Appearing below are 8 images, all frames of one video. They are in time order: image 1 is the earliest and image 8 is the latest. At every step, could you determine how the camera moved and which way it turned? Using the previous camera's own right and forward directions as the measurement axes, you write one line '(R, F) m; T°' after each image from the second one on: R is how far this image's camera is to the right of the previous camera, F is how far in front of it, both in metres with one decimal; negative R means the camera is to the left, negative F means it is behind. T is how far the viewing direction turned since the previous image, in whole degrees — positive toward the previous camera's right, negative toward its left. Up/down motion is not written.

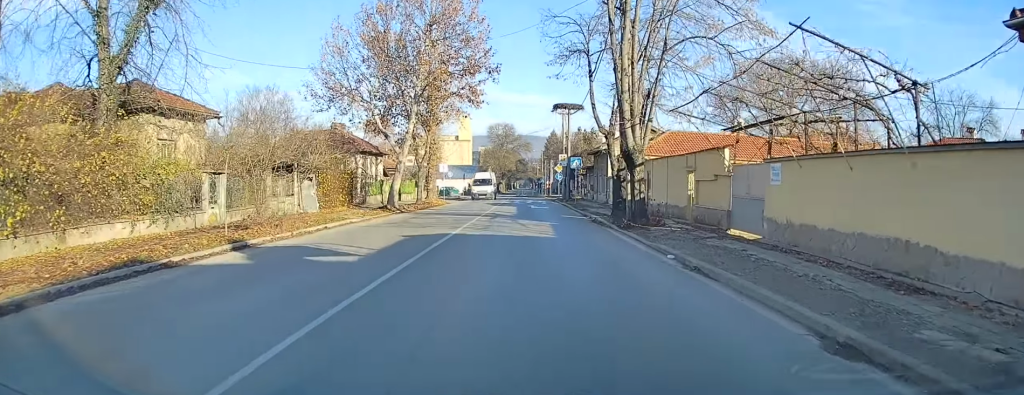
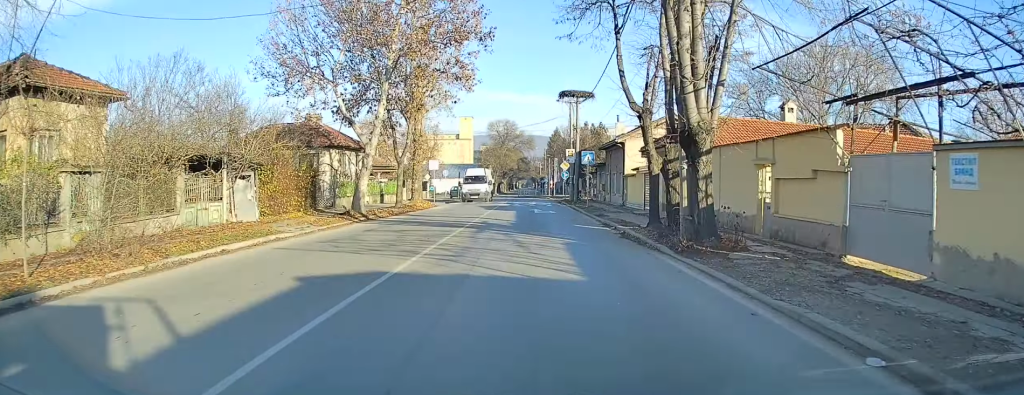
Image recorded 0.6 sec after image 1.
(0.0, +7.4) m; -1°
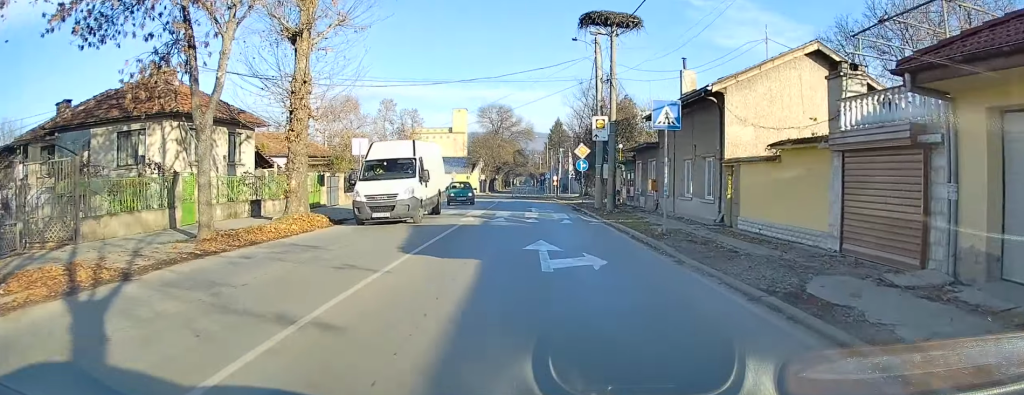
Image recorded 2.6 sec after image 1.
(-0.3, +22.1) m; -1°
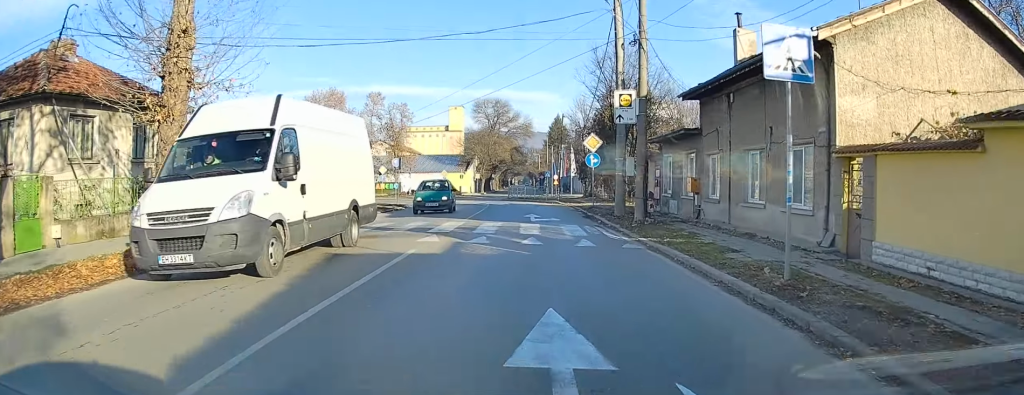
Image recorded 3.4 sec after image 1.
(0.0, +8.2) m; 0°
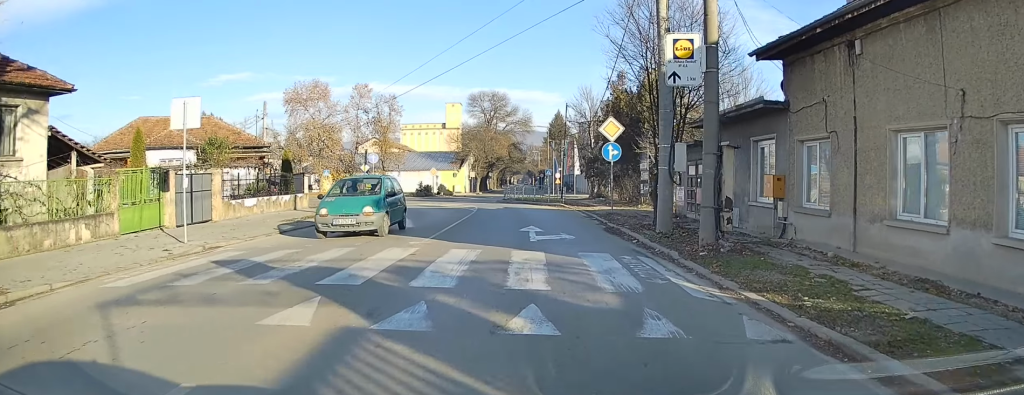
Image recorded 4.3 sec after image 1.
(0.0, +8.5) m; 0°
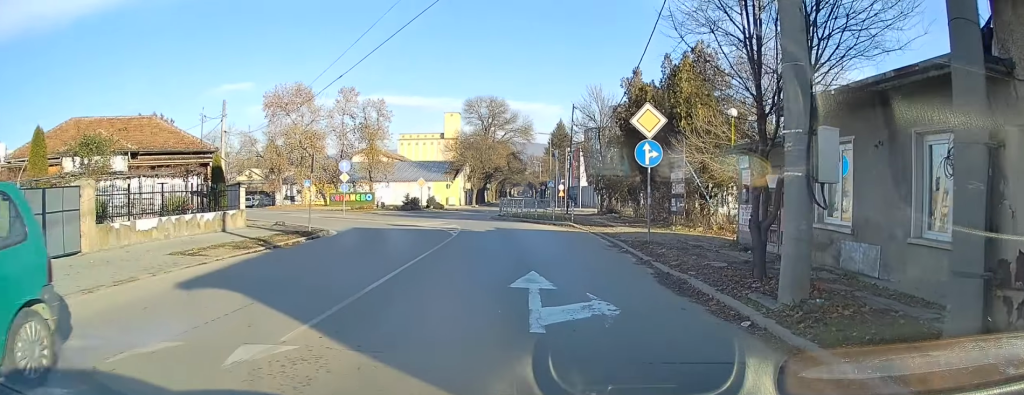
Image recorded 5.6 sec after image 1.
(0.0, +8.5) m; -1°
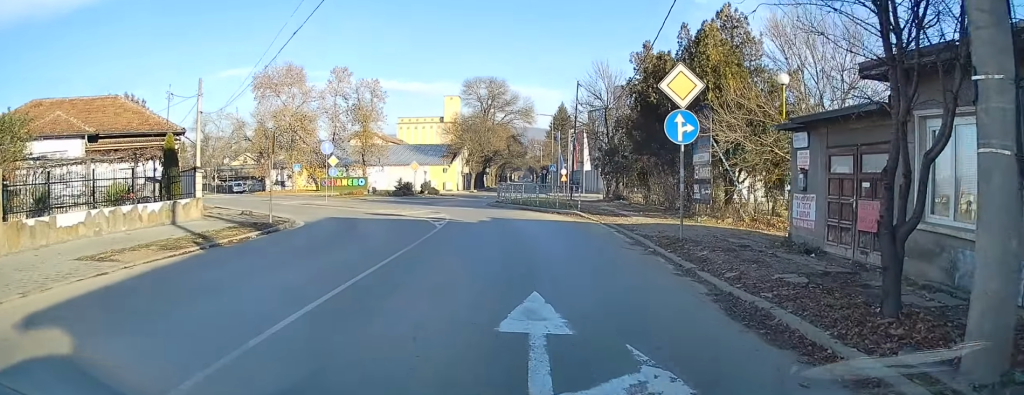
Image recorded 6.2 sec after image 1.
(0.0, +3.6) m; 0°
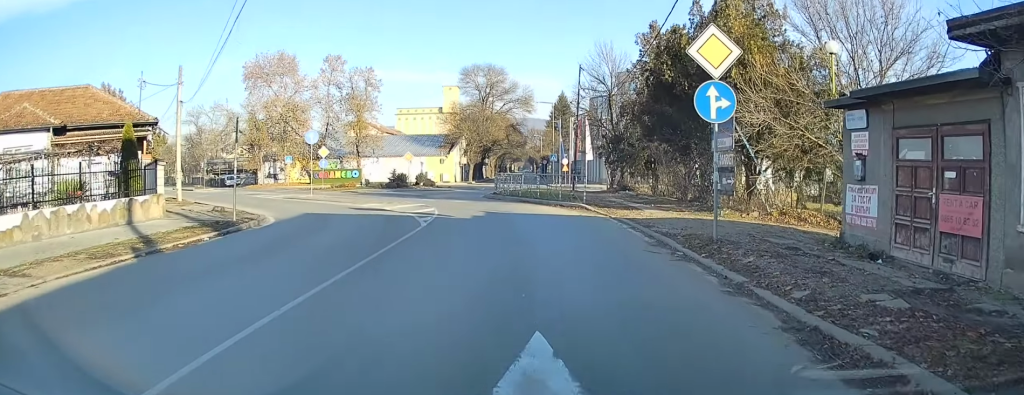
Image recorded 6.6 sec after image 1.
(0.0, +2.2) m; 0°
